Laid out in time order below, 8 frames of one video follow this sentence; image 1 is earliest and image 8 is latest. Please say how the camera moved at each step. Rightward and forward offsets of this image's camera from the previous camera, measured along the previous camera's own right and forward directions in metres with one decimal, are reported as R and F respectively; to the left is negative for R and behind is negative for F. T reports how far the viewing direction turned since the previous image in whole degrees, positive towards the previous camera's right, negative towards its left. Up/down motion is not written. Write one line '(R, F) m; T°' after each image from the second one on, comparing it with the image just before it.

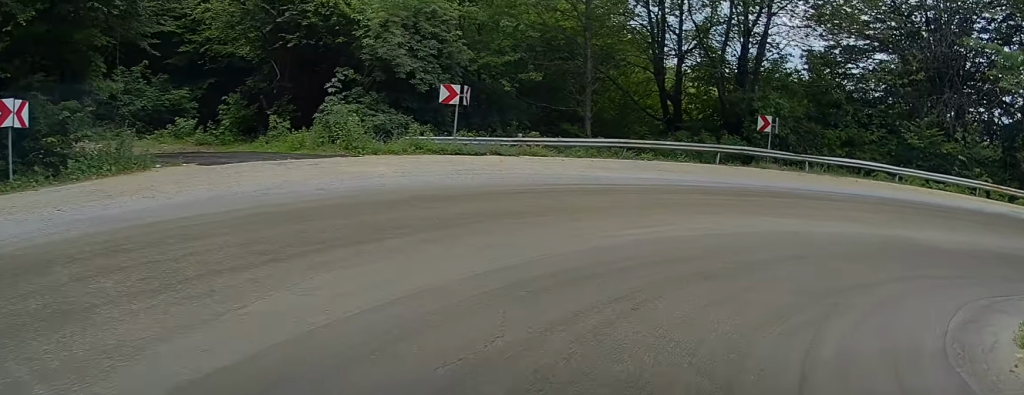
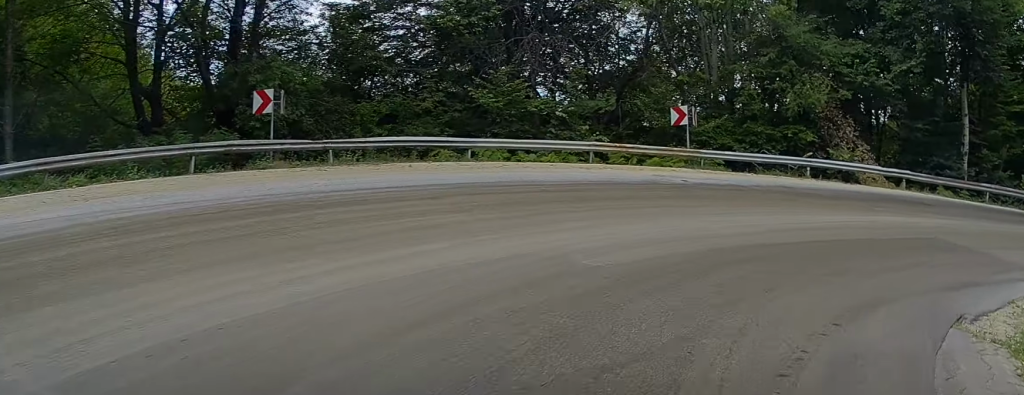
(+2.3, +9.9) m; +31°
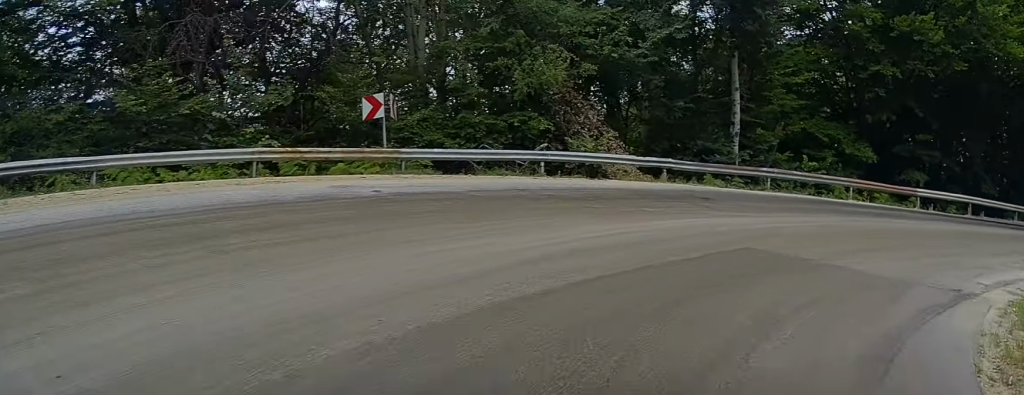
(+0.8, +5.6) m; +19°
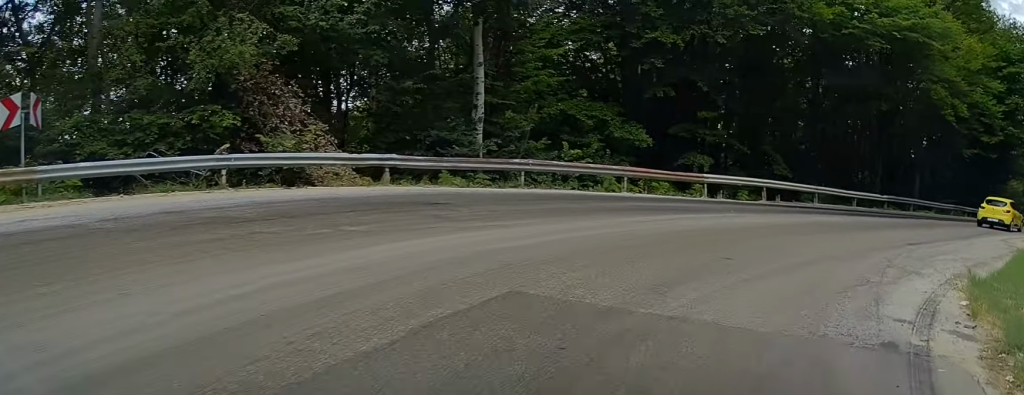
(+1.0, +5.1) m; +15°
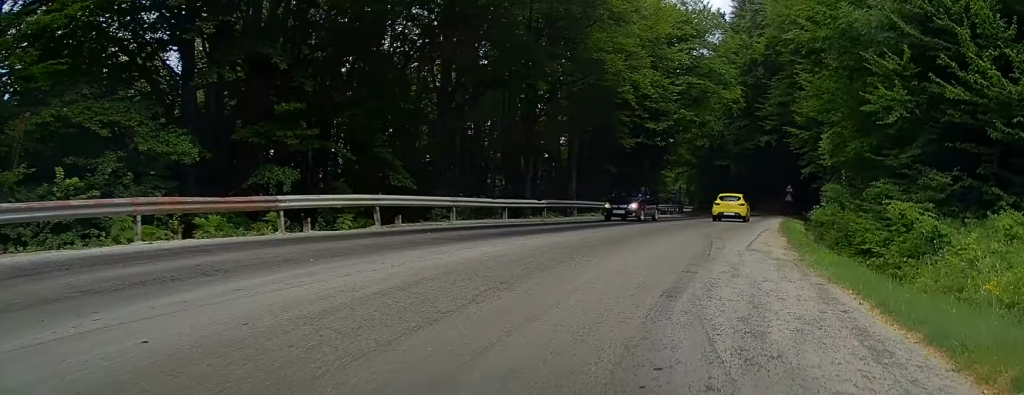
(+2.0, +9.3) m; +30°
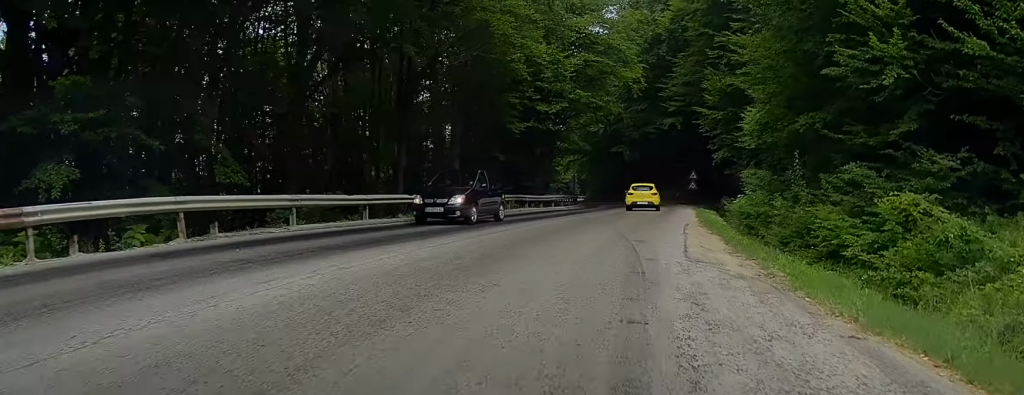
(+0.8, +4.9) m; +11°
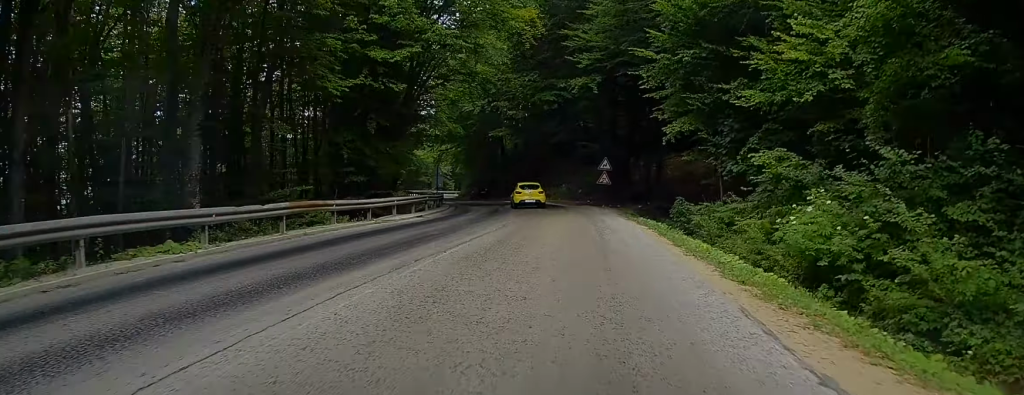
(+0.7, +18.3) m; -5°
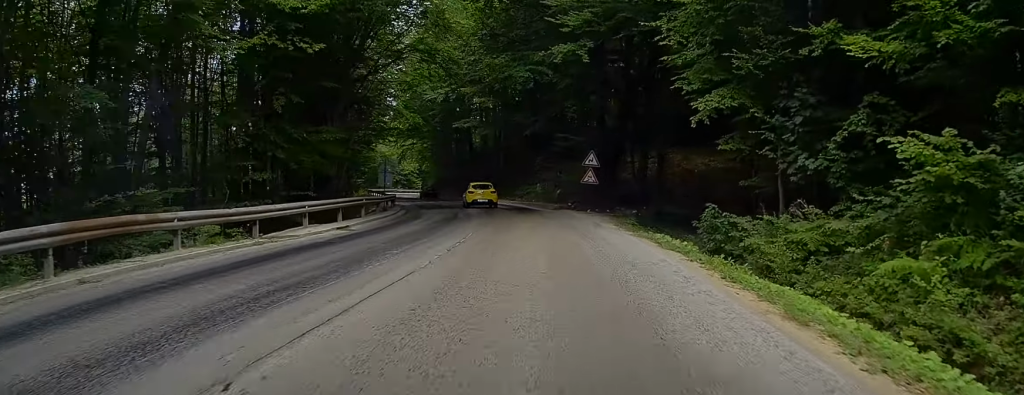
(-0.2, +8.7) m; +2°
